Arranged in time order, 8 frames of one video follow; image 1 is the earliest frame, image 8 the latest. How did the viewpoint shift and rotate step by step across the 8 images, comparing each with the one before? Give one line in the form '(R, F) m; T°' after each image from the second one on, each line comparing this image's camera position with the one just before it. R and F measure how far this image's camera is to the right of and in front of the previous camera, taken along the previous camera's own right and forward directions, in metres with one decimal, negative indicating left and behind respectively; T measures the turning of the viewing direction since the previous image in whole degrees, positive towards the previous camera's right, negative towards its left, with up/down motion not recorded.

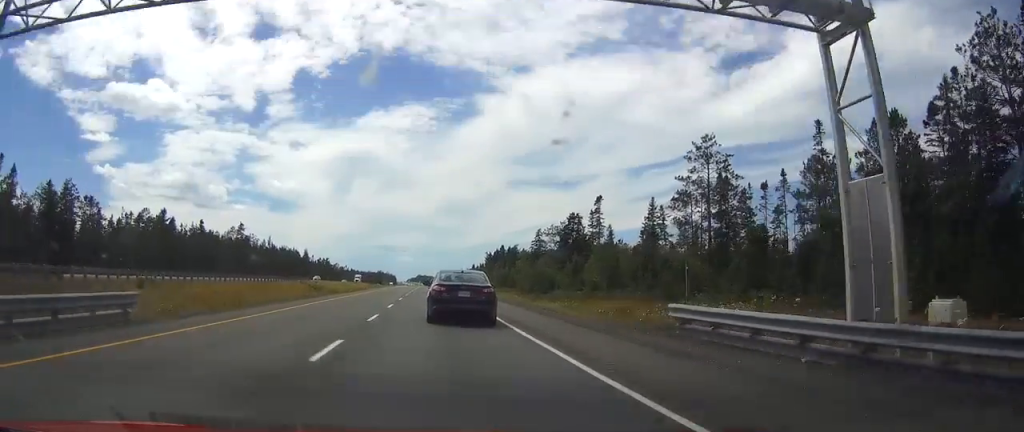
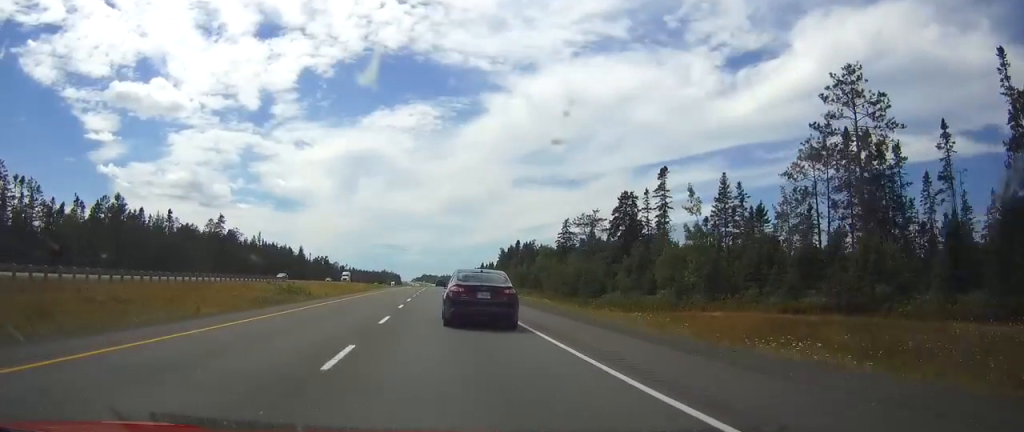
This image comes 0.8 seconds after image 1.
(0.0, +27.4) m; 0°
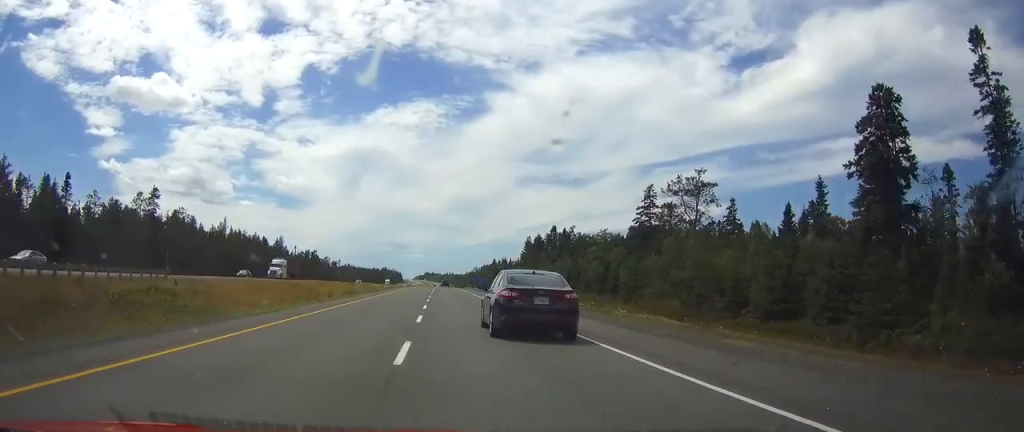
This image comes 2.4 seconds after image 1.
(0.0, +51.8) m; 0°
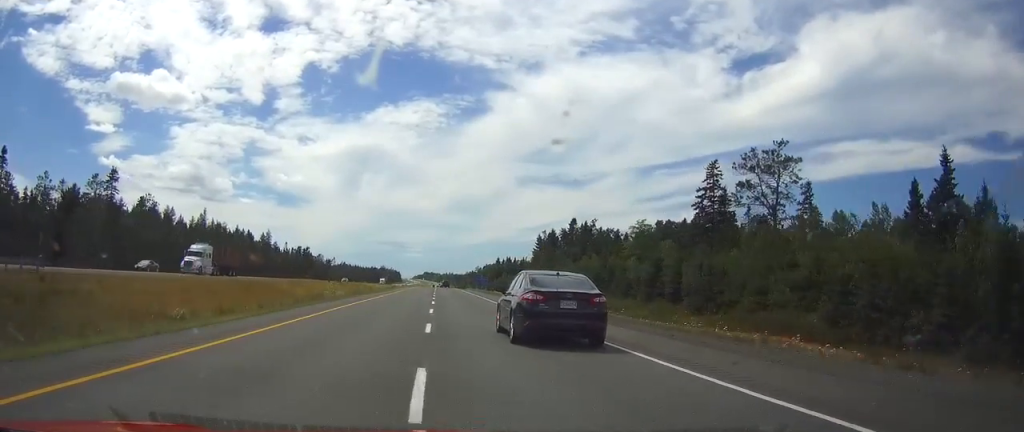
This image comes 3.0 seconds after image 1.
(0.0, +21.1) m; 0°
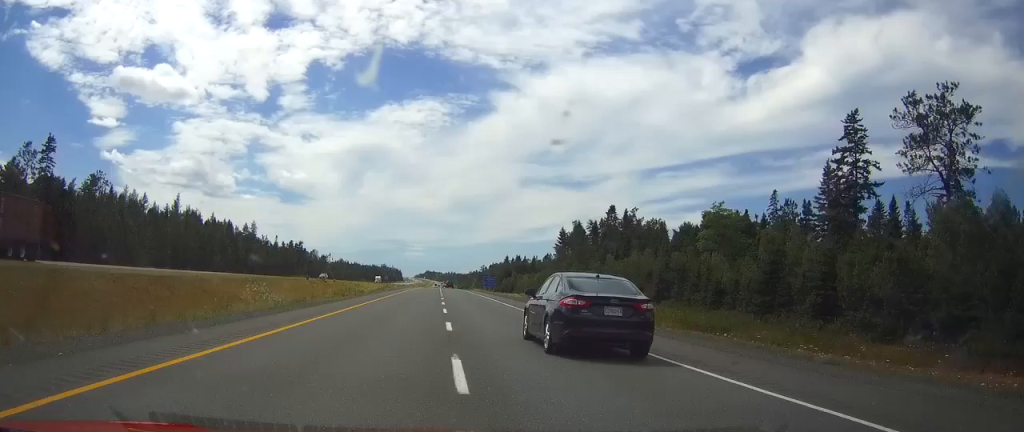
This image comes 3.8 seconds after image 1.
(0.0, +25.6) m; 0°
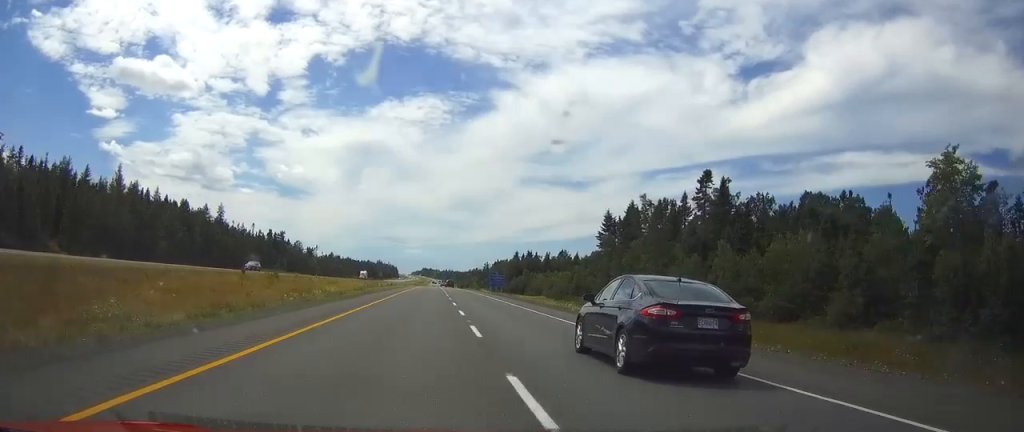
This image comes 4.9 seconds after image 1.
(0.0, +36.9) m; 0°
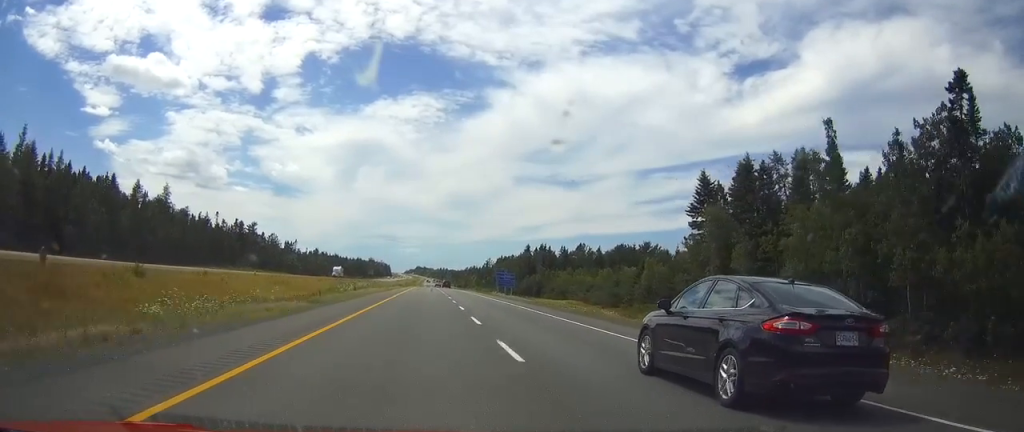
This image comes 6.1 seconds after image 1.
(0.0, +39.5) m; 0°
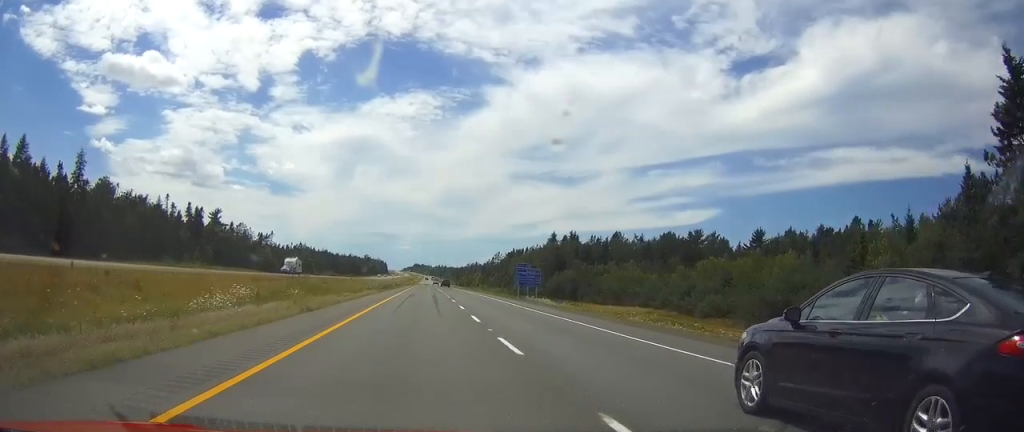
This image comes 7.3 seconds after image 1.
(0.0, +43.1) m; 0°
